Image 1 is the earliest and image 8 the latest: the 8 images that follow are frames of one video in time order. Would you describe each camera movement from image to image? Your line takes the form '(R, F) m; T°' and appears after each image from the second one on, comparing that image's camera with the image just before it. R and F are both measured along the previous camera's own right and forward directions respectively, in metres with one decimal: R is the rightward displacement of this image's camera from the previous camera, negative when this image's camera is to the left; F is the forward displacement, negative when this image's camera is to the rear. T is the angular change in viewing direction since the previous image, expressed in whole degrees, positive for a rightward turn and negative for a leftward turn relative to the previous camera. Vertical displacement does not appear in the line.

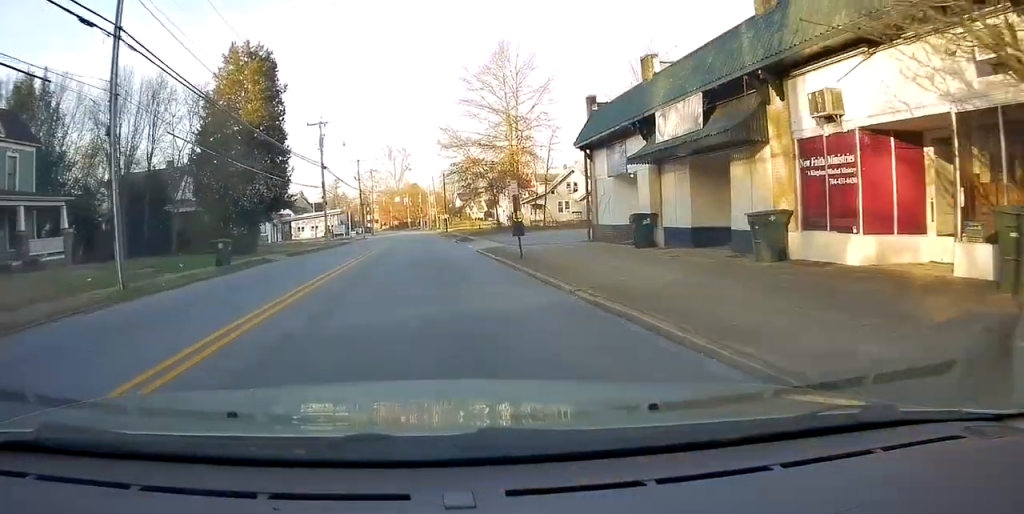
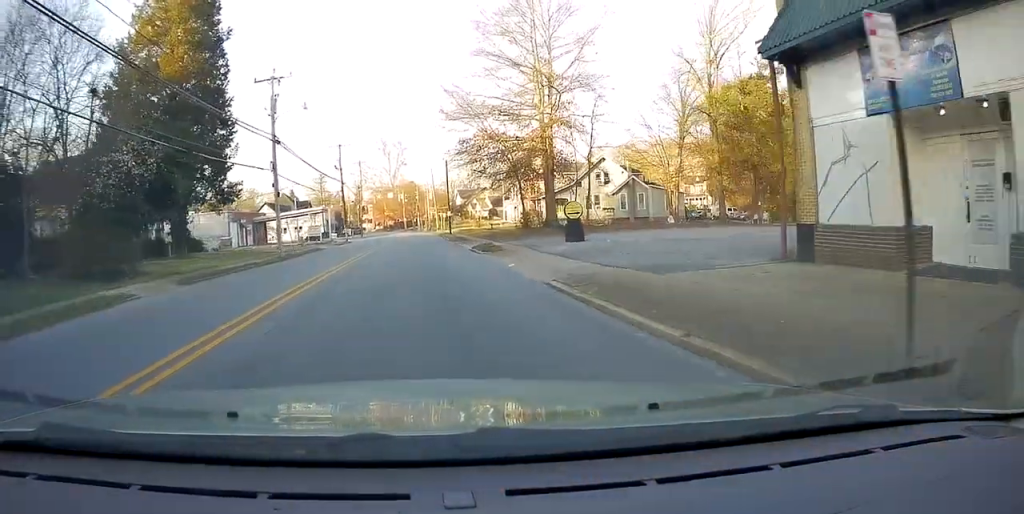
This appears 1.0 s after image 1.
(+0.3, +16.9) m; 0°
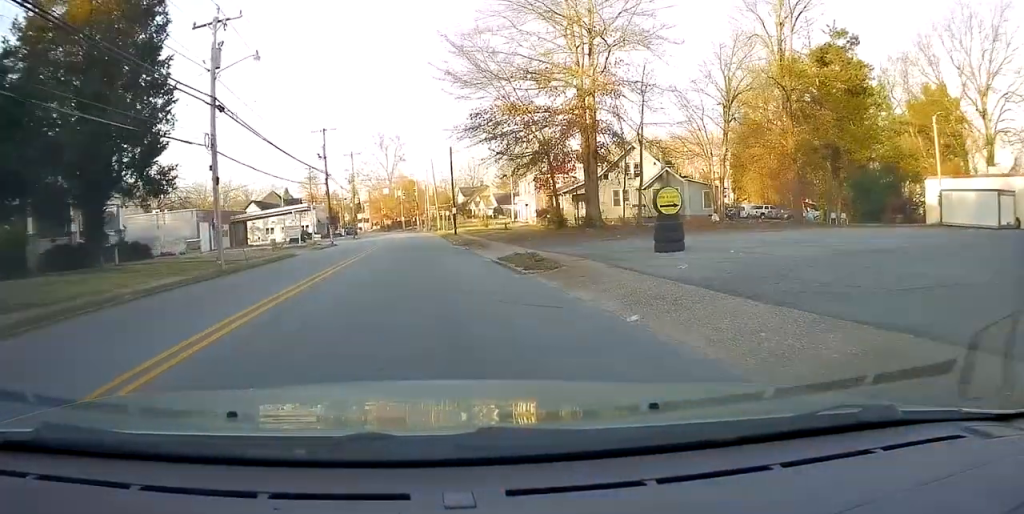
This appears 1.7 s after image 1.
(-0.2, +10.7) m; 0°
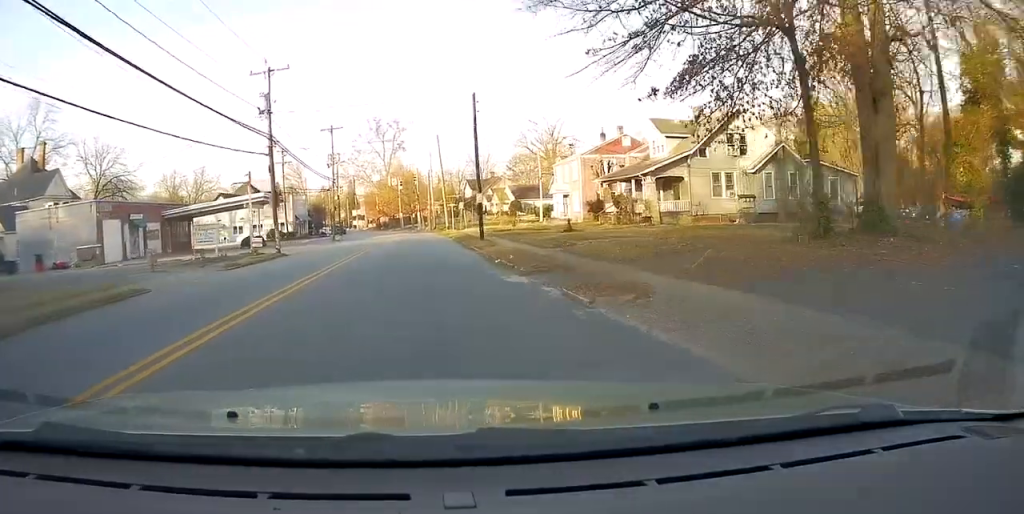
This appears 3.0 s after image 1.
(+0.2, +21.3) m; 0°
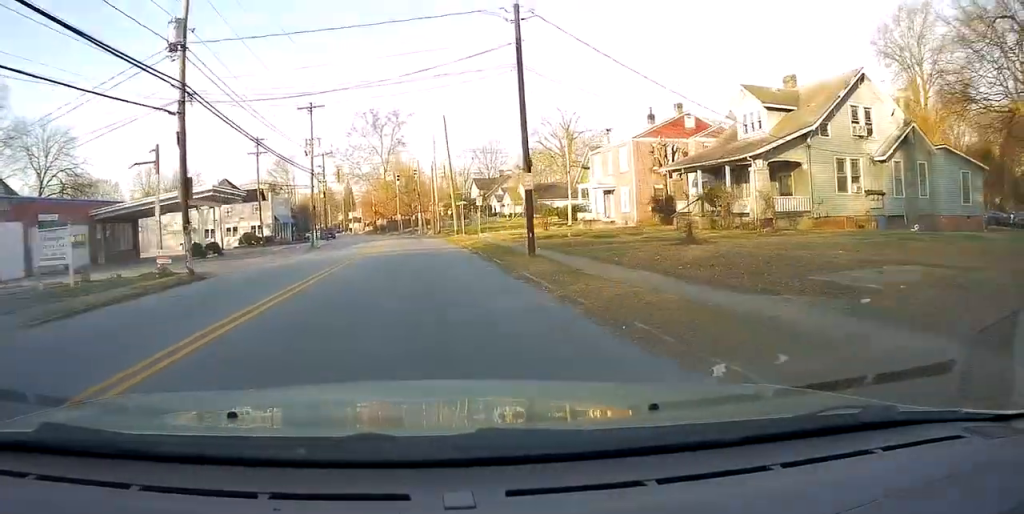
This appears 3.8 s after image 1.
(-0.2, +13.2) m; -2°
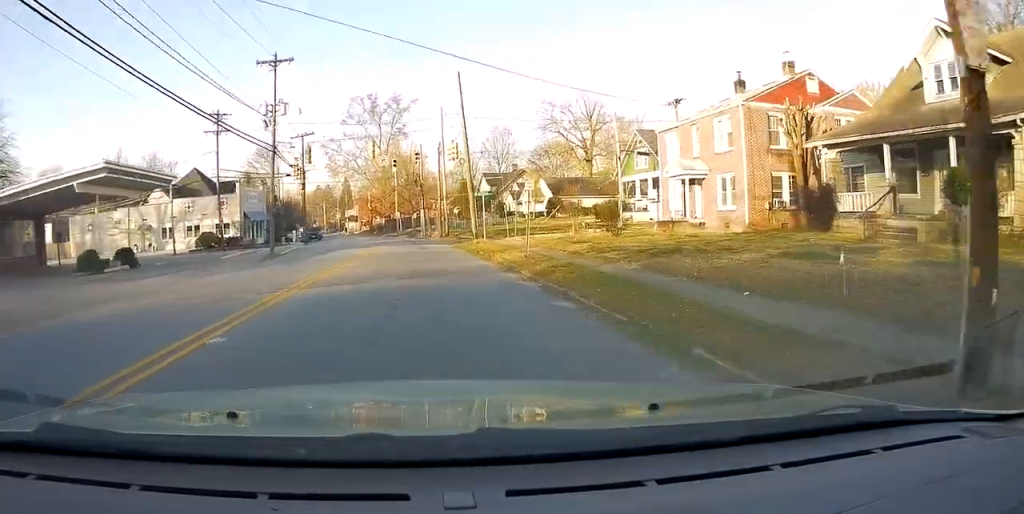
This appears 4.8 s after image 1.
(-0.4, +14.1) m; -1°
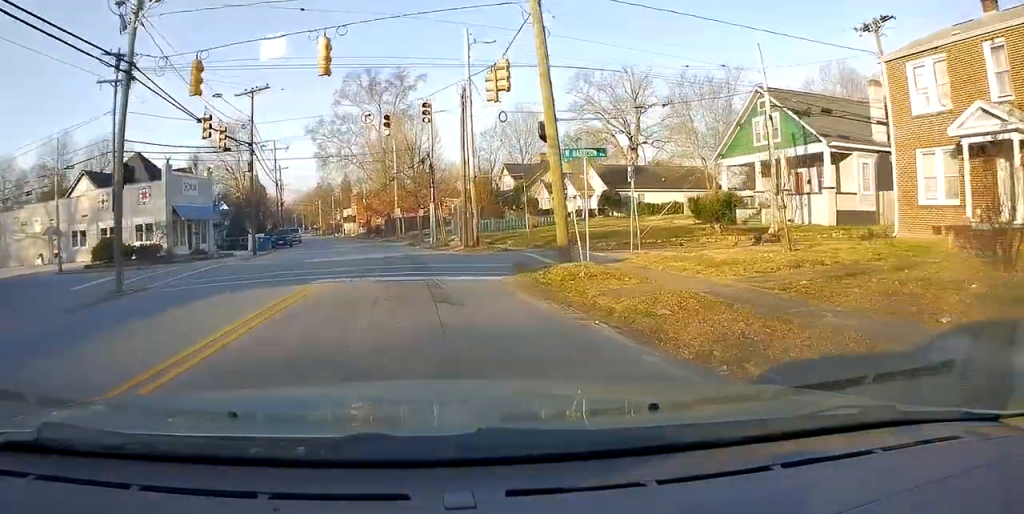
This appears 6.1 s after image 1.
(0.0, +18.9) m; 0°
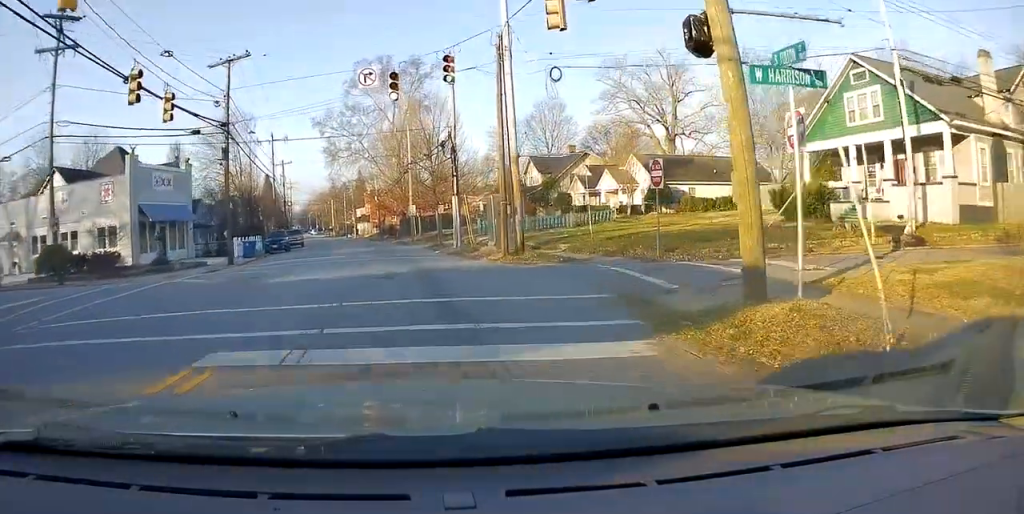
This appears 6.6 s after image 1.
(0.0, +7.5) m; -1°
